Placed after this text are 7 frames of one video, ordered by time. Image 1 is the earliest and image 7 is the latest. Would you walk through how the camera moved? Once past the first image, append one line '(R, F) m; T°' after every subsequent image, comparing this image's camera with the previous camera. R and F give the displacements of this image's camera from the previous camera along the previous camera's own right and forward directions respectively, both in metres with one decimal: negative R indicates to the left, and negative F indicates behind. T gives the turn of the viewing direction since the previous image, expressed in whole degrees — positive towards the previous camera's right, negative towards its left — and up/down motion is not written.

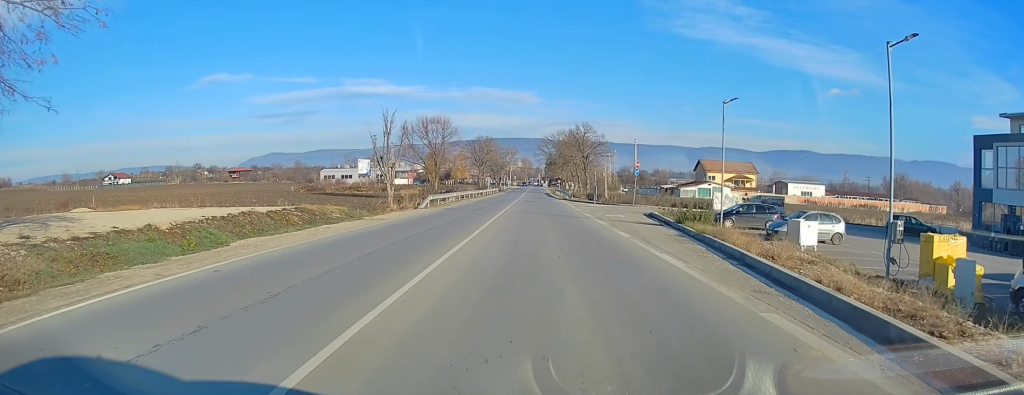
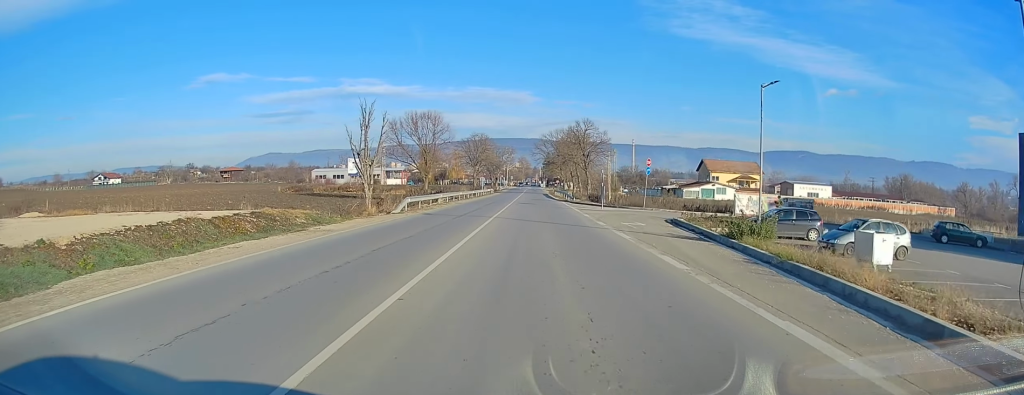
(0.0, +6.5) m; 0°
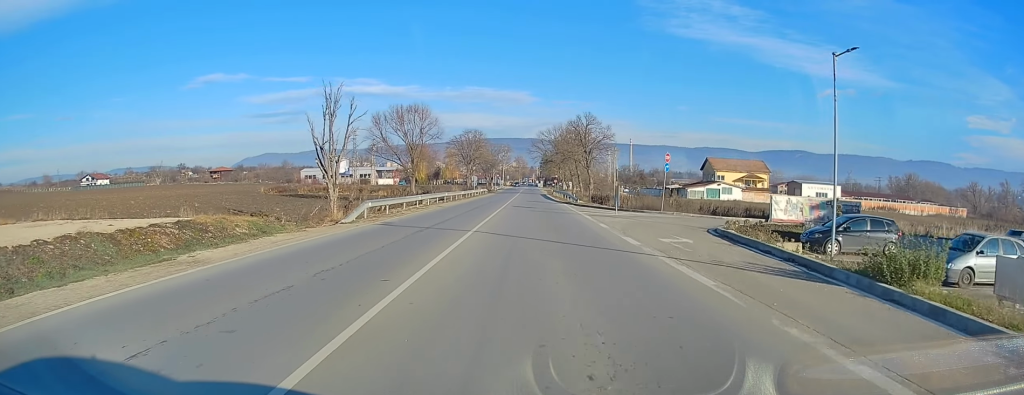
(0.0, +7.9) m; 0°
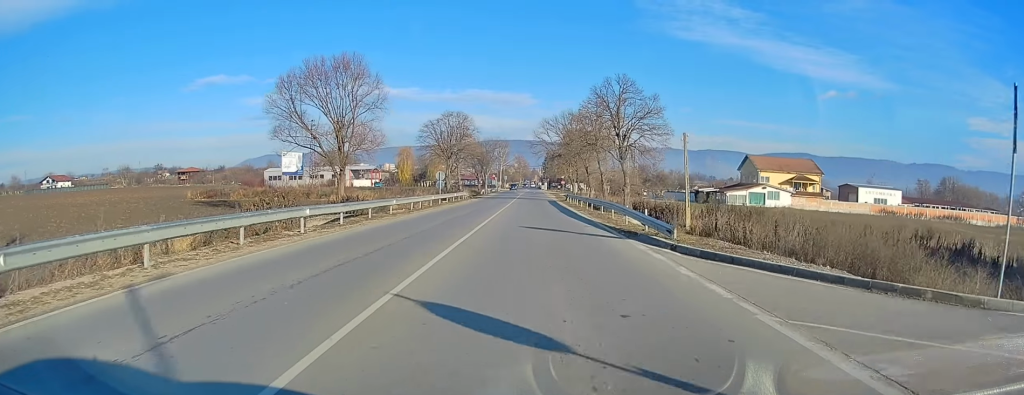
(-0.1, +31.8) m; 0°
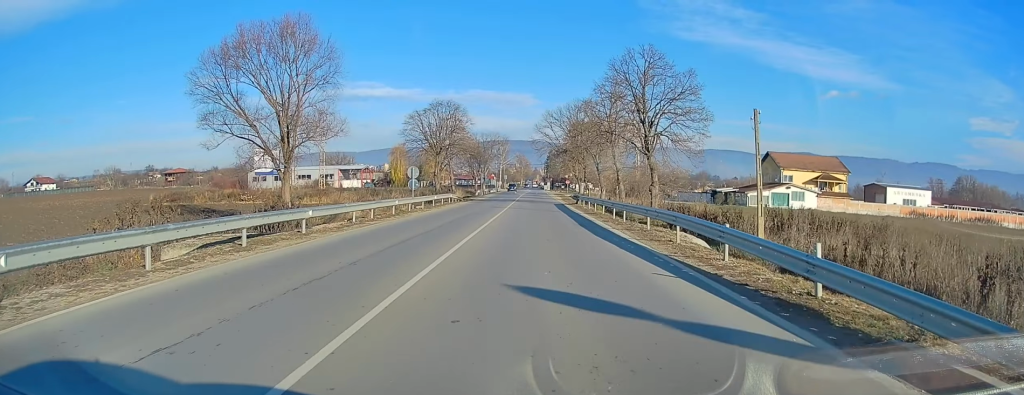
(0.0, +12.1) m; 0°
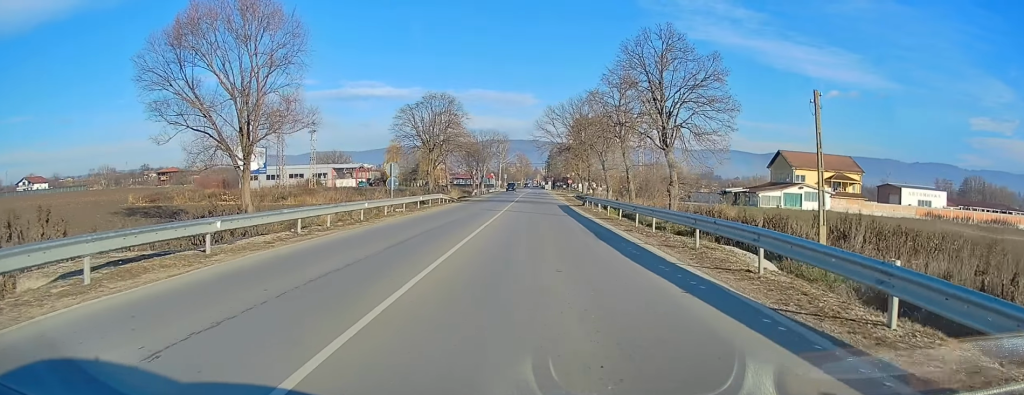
(0.0, +5.8) m; 0°
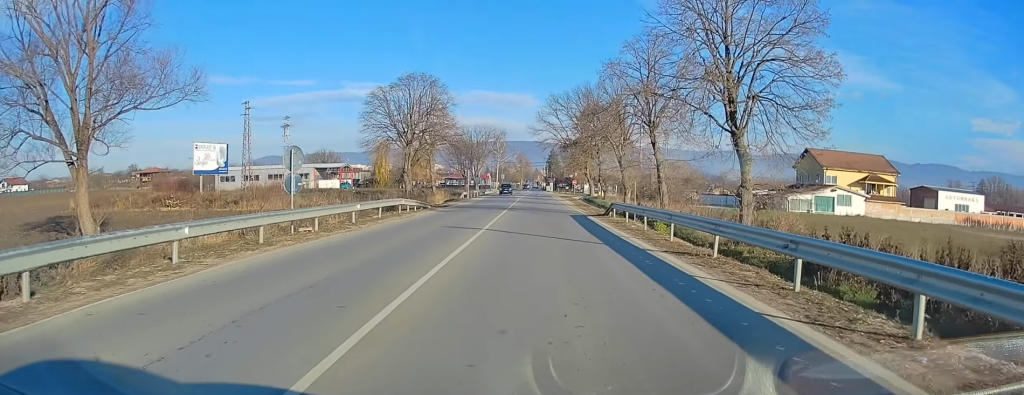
(0.0, +13.5) m; 0°
